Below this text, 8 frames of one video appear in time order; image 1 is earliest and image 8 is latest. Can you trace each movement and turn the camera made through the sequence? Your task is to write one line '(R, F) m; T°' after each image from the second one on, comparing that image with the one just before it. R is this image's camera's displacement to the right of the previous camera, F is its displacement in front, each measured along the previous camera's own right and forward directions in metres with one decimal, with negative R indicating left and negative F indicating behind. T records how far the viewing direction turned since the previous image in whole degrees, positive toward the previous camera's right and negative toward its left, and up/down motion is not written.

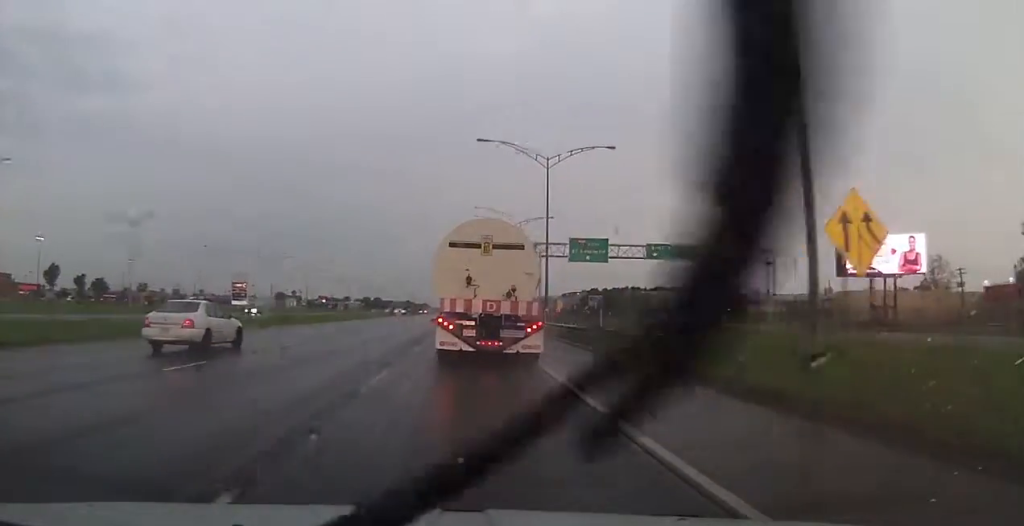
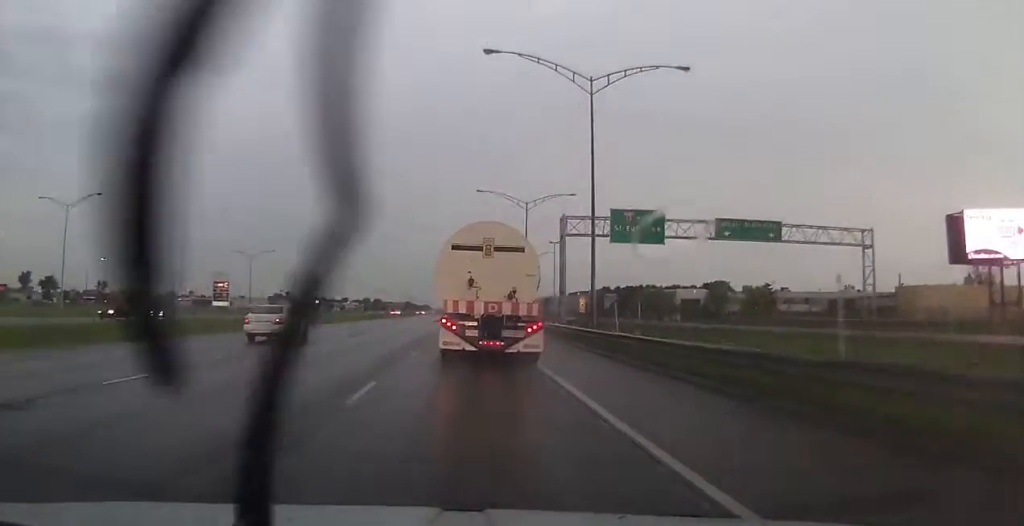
(-0.3, +19.0) m; 0°
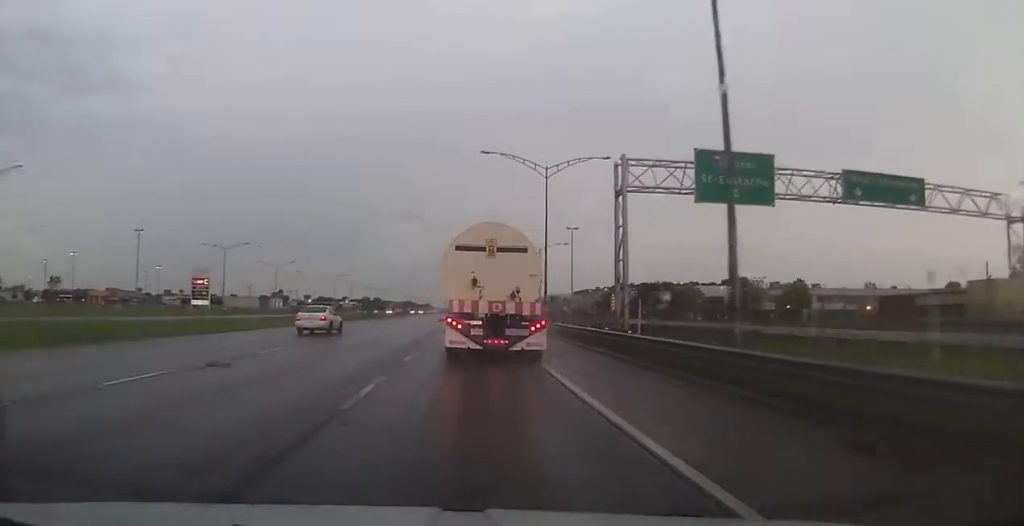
(+0.3, +17.8) m; 0°
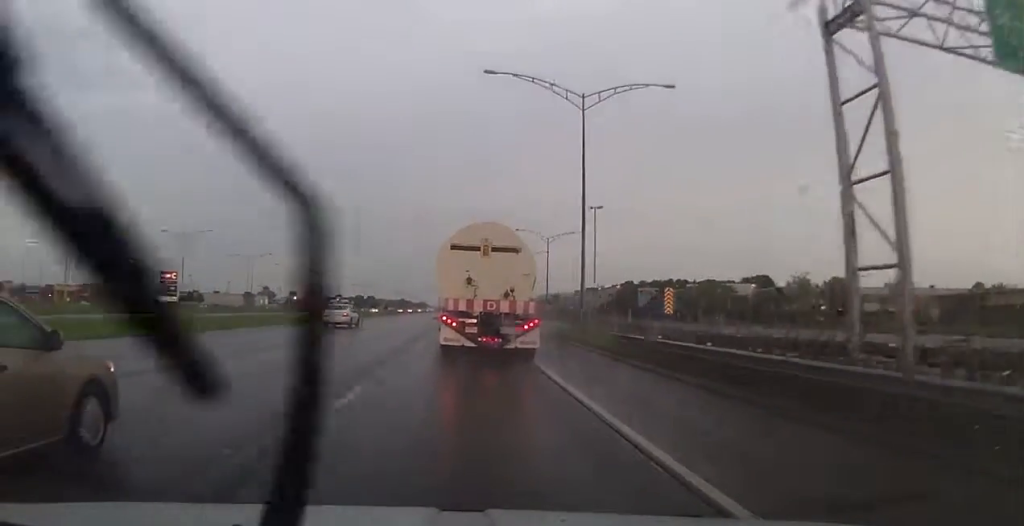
(-0.5, +19.2) m; -1°
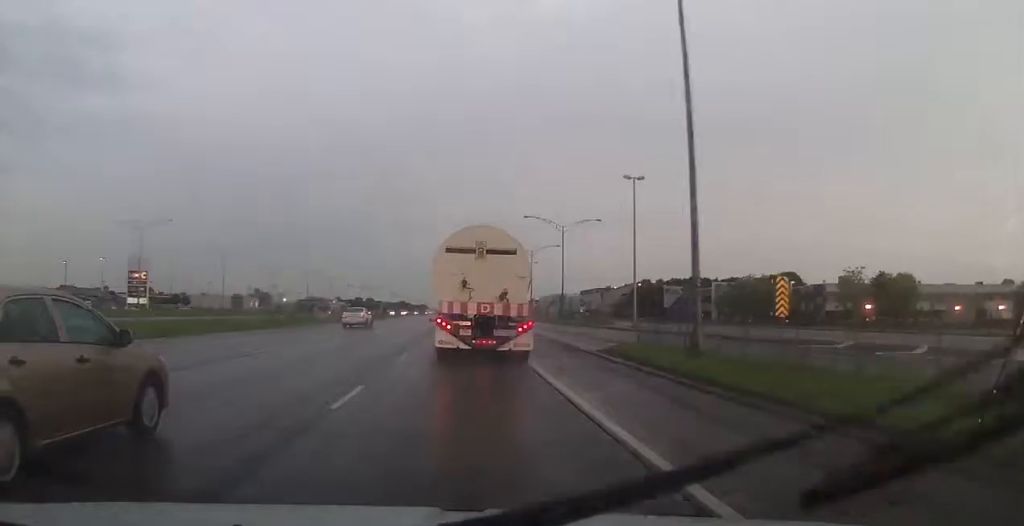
(+0.2, +17.6) m; +1°
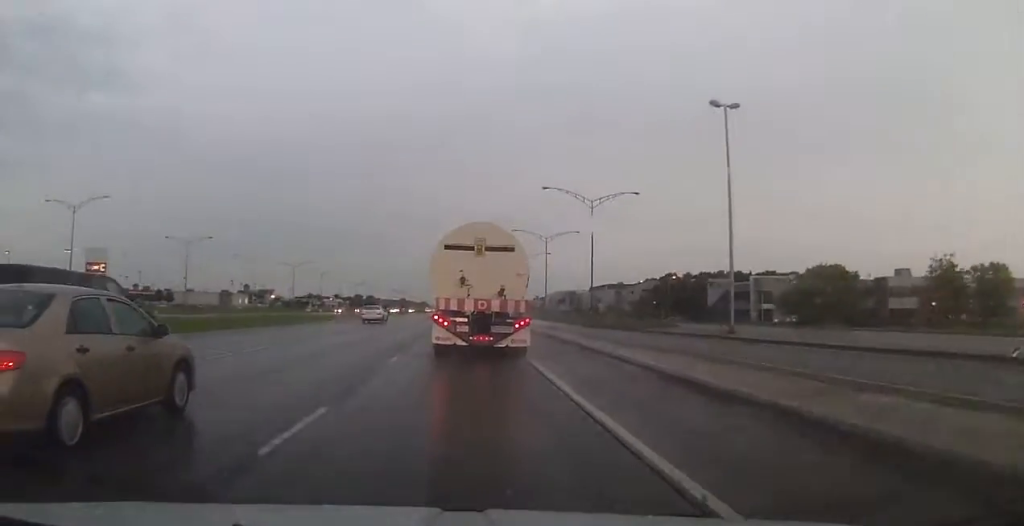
(+0.3, +20.7) m; 0°
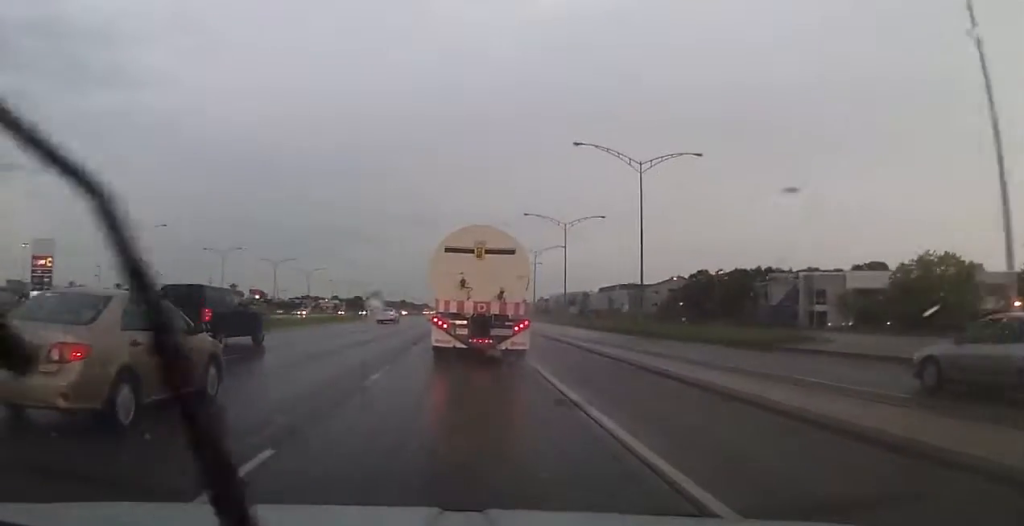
(-0.3, +20.8) m; -2°
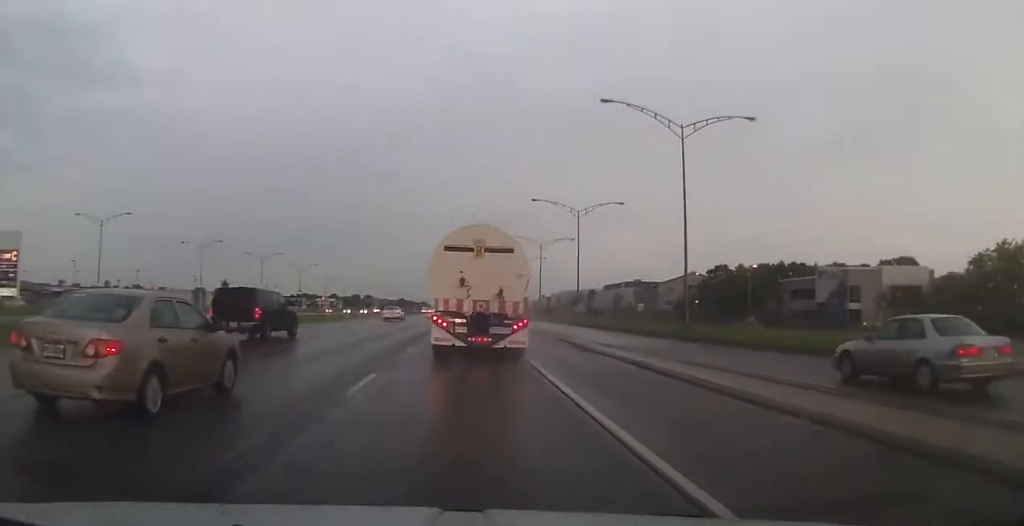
(-0.2, +11.1) m; 0°
